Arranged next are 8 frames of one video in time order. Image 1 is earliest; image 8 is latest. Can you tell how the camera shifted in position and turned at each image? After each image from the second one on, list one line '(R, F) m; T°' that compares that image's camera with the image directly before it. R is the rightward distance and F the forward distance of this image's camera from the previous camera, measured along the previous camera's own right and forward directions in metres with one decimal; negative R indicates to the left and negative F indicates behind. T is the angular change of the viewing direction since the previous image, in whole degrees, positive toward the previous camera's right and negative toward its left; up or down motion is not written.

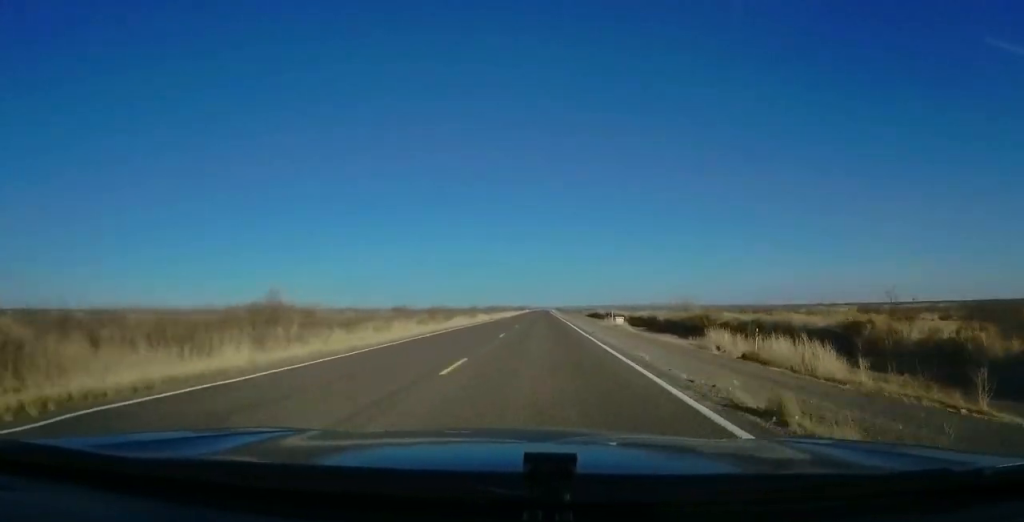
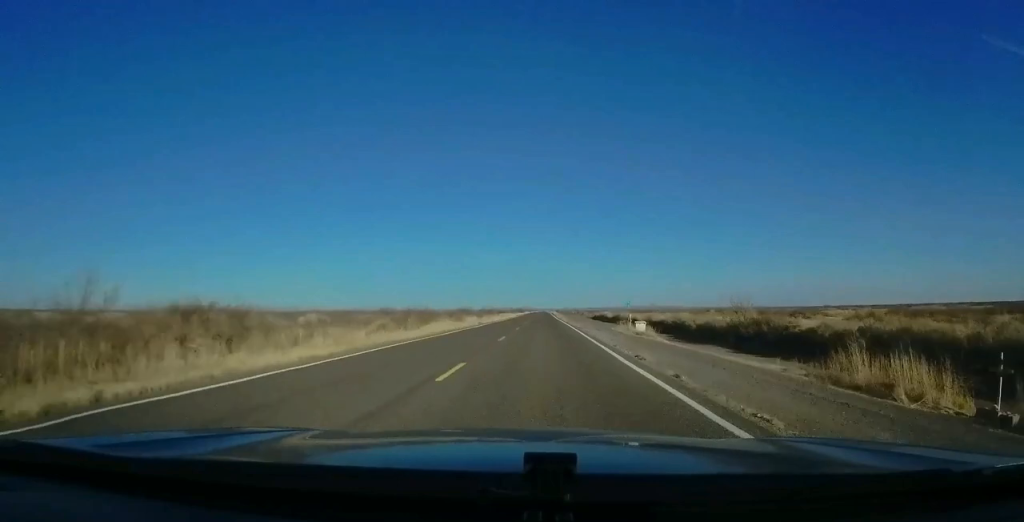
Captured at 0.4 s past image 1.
(0.0, +12.9) m; 0°
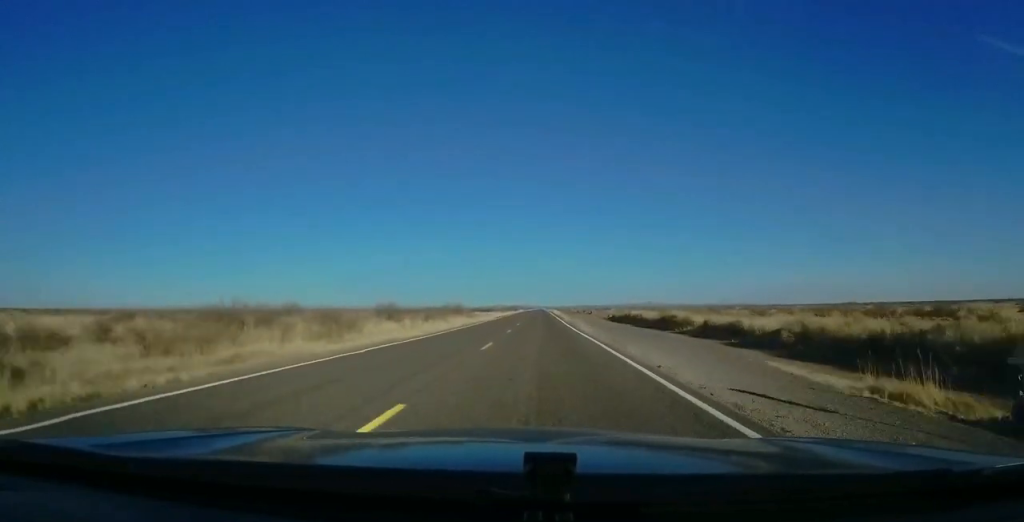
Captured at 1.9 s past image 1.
(0.0, +42.5) m; +1°
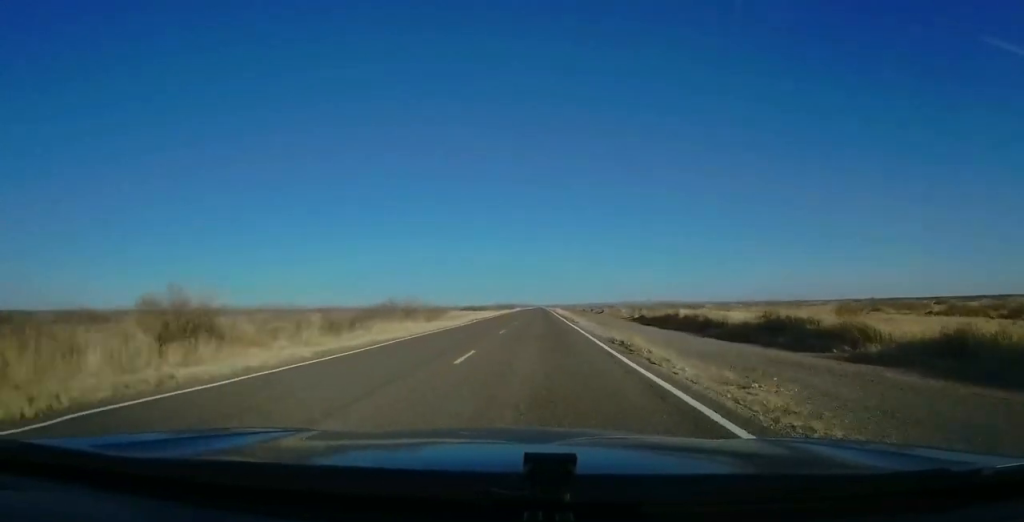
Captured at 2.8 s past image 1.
(+0.3, +28.6) m; 0°
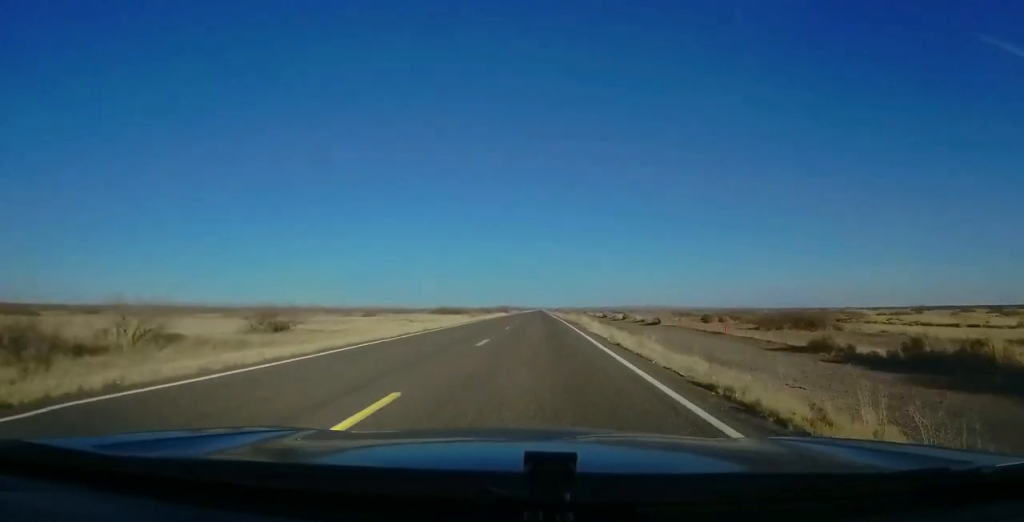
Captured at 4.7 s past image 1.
(-0.5, +56.2) m; 0°
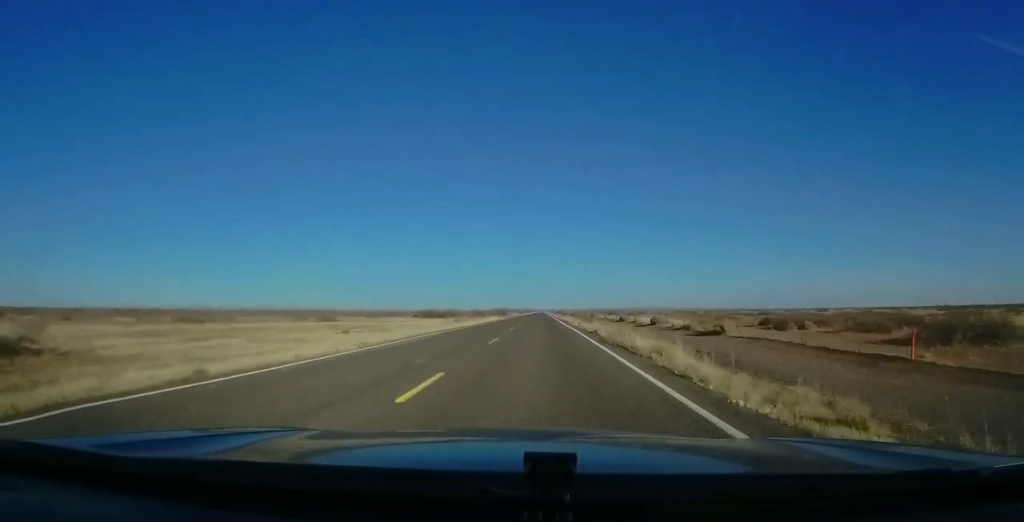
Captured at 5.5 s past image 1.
(+0.1, +21.7) m; 0°
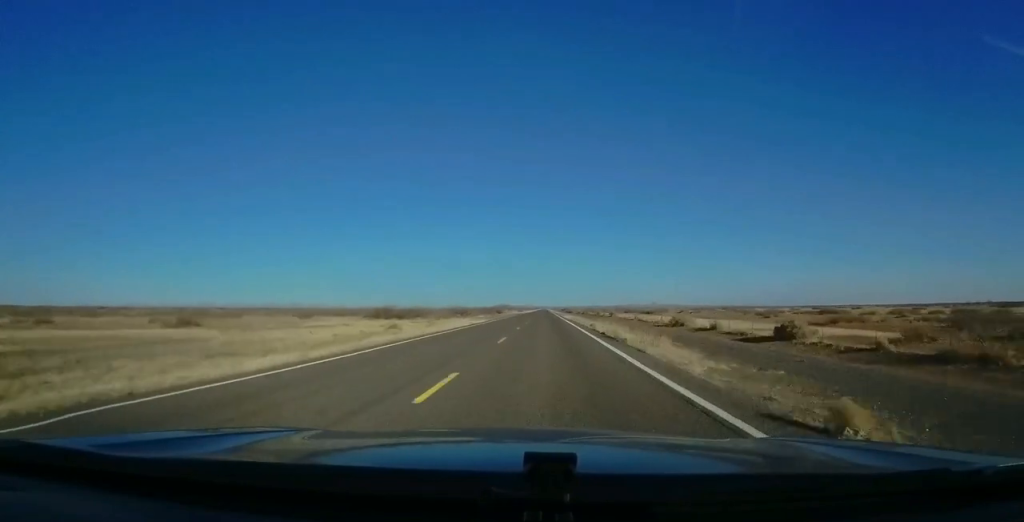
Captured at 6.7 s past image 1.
(-0.3, +36.5) m; -1°
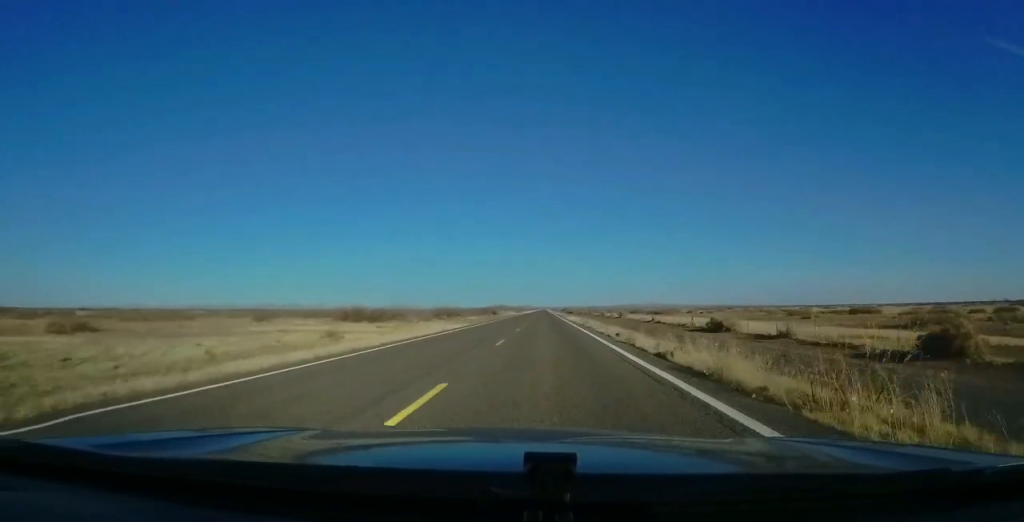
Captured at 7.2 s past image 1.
(-0.5, +13.8) m; 0°
